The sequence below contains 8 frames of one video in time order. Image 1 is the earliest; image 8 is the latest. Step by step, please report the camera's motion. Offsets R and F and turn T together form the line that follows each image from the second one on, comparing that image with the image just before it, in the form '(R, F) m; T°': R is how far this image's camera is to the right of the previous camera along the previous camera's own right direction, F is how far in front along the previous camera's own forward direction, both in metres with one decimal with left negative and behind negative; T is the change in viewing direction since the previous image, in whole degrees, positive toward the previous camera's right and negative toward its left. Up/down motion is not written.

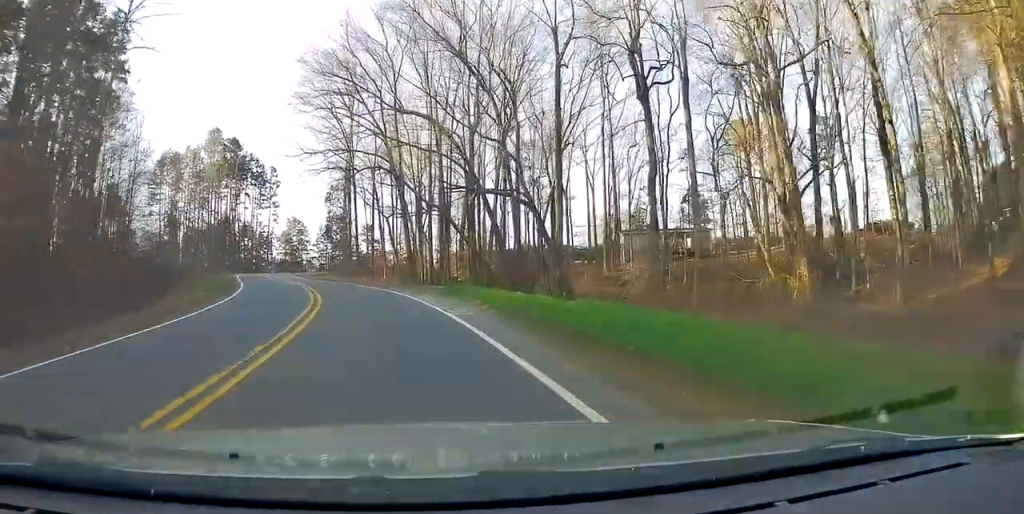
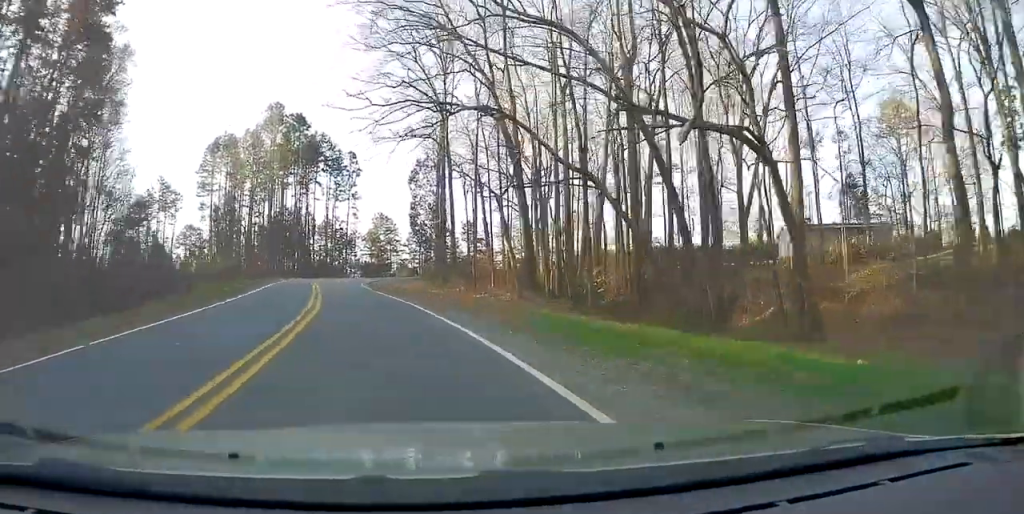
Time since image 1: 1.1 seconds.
(-1.2, +20.1) m; -7°
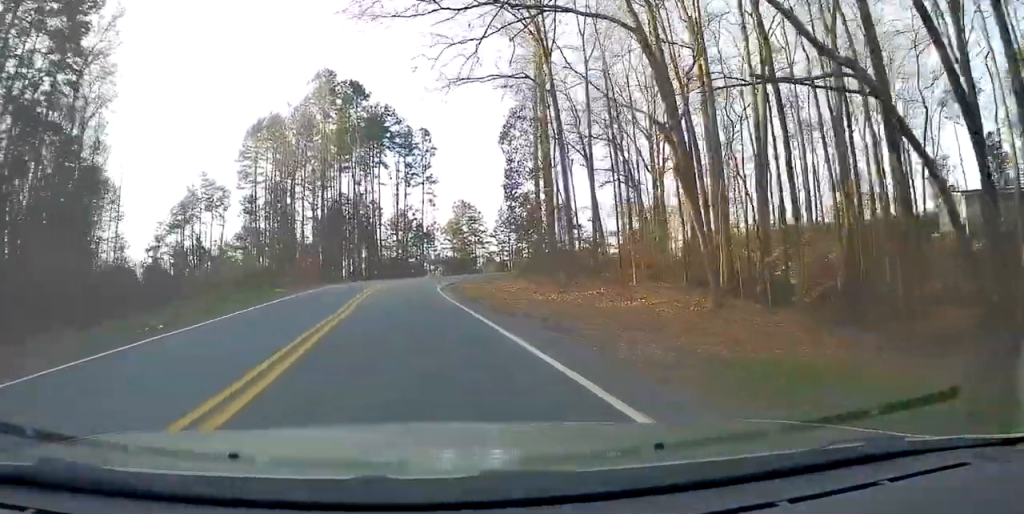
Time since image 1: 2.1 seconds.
(-0.8, +15.2) m; -5°
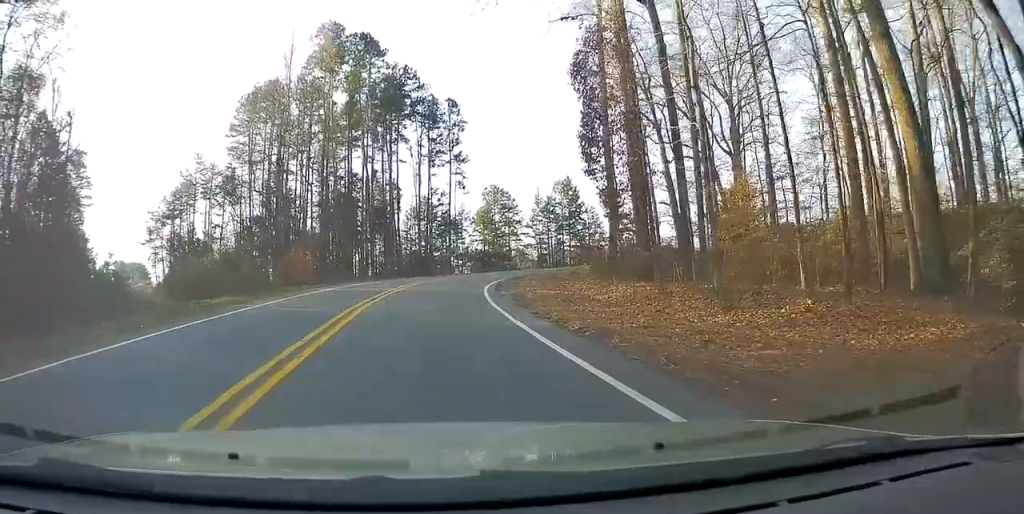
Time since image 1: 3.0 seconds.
(-0.5, +12.4) m; -3°
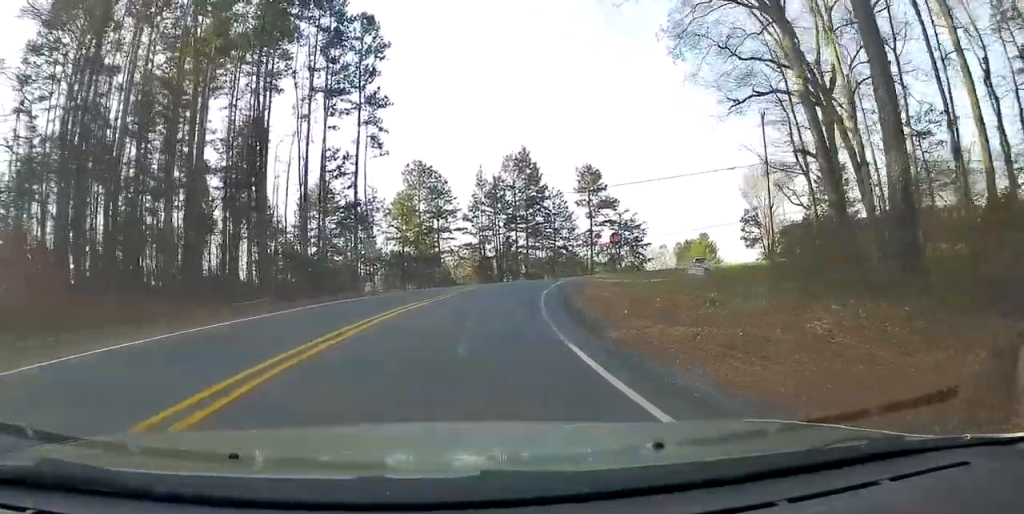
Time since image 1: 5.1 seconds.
(-0.8, +26.4) m; 0°
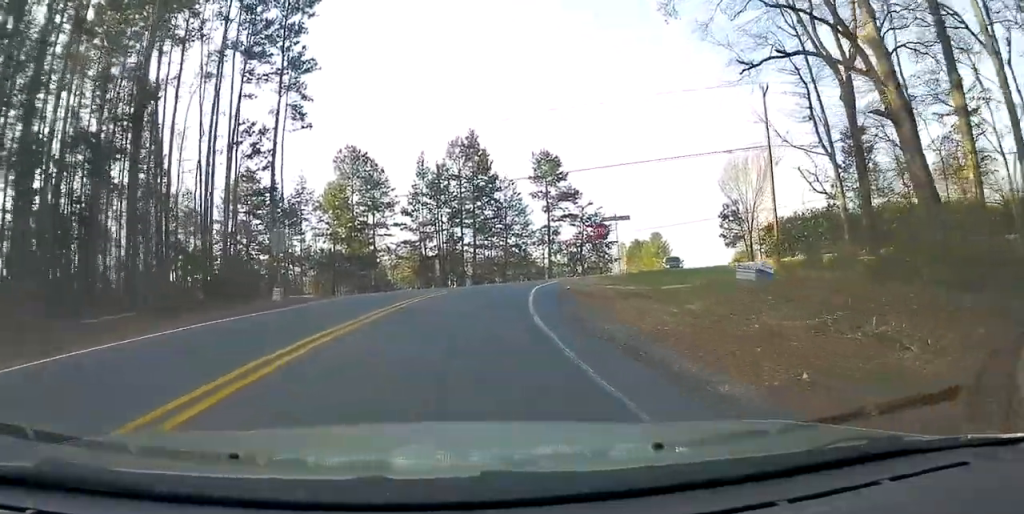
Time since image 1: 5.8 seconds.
(+0.1, +7.9) m; +4°
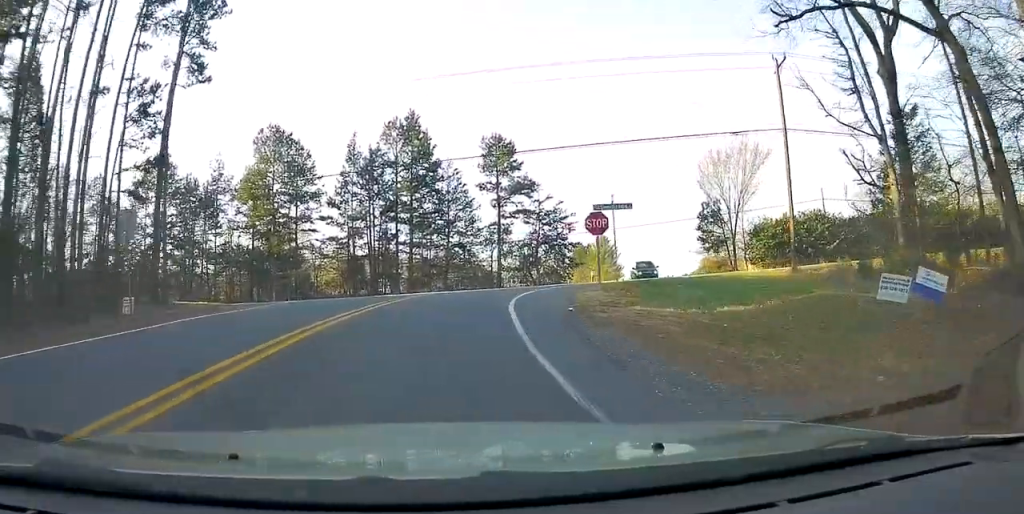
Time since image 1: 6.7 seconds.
(+0.5, +8.2) m; +5°
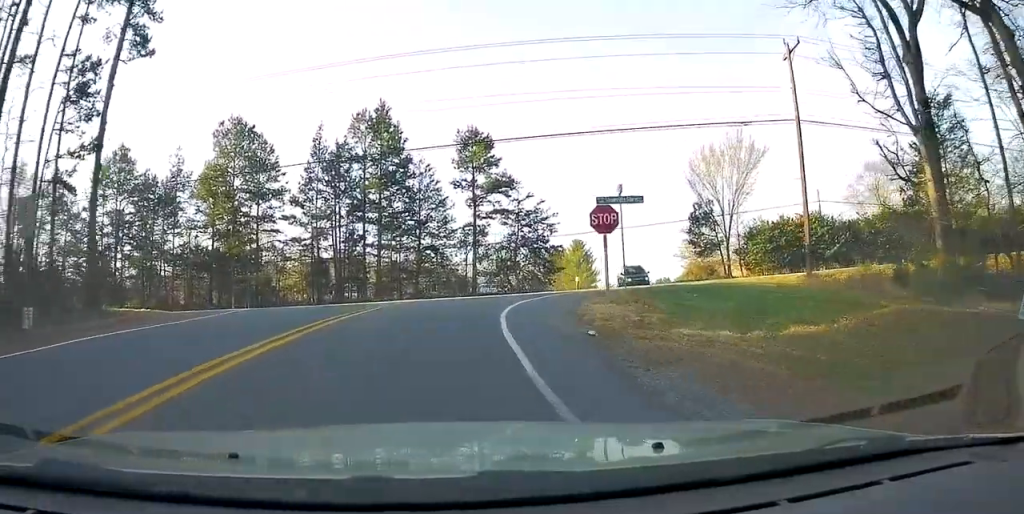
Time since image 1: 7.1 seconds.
(+0.2, +3.6) m; +1°
